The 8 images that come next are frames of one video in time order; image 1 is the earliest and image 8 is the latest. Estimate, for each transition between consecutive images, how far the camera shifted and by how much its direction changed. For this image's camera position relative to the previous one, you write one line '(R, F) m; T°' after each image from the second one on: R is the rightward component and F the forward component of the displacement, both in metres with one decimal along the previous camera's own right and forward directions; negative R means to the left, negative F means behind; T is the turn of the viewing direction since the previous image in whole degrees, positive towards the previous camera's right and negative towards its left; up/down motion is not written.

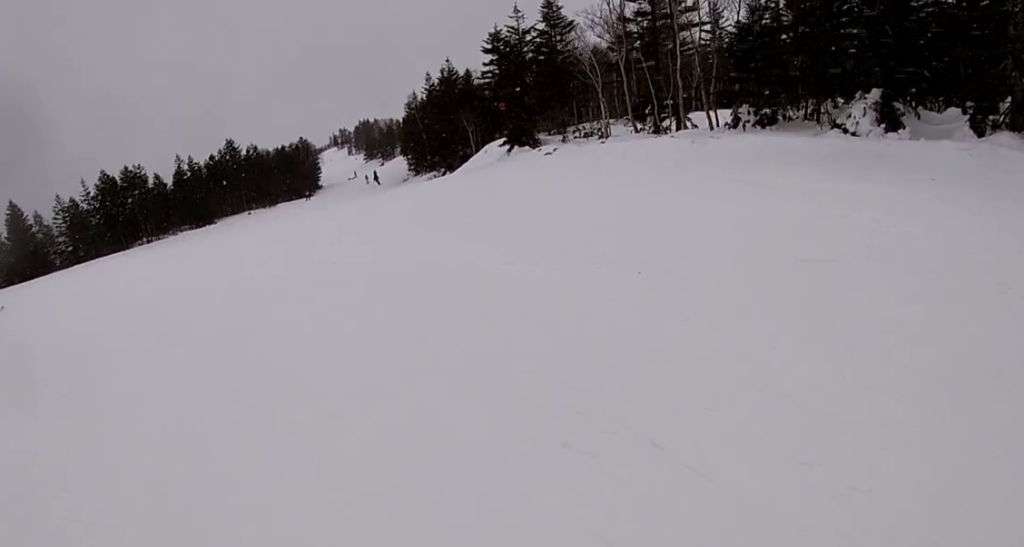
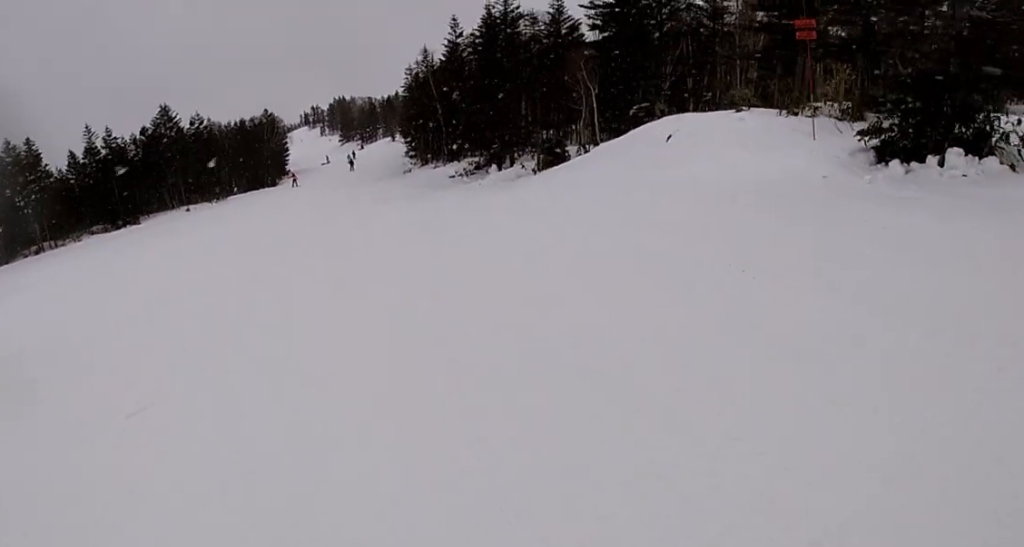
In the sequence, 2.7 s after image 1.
(+2.3, +22.4) m; +4°
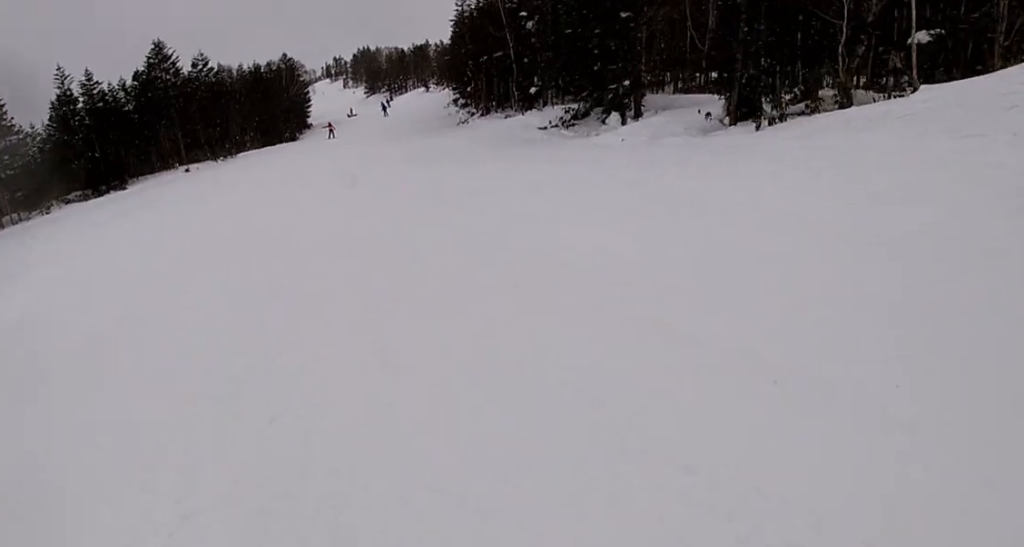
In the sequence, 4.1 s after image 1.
(-0.7, +11.5) m; +5°
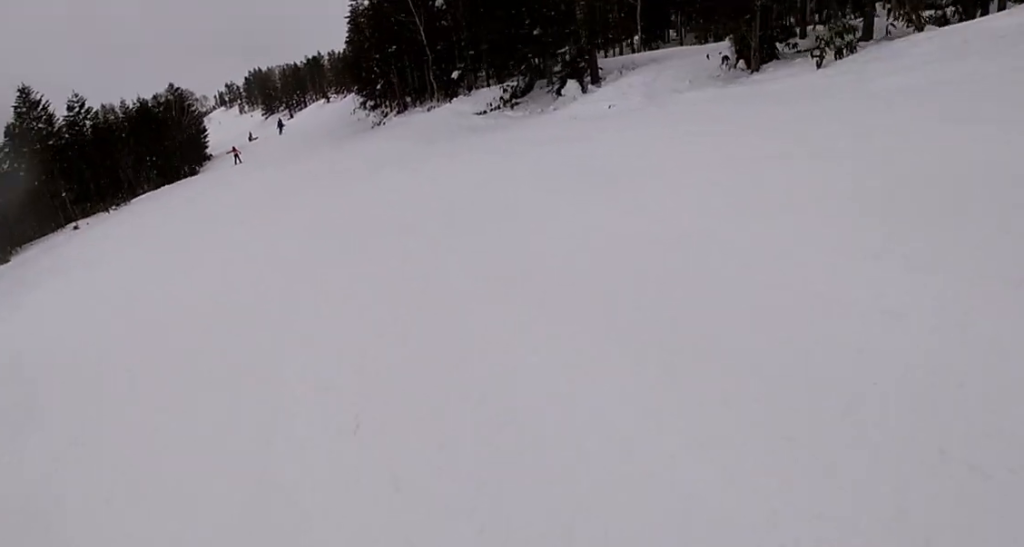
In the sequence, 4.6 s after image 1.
(+0.8, +4.8) m; +4°
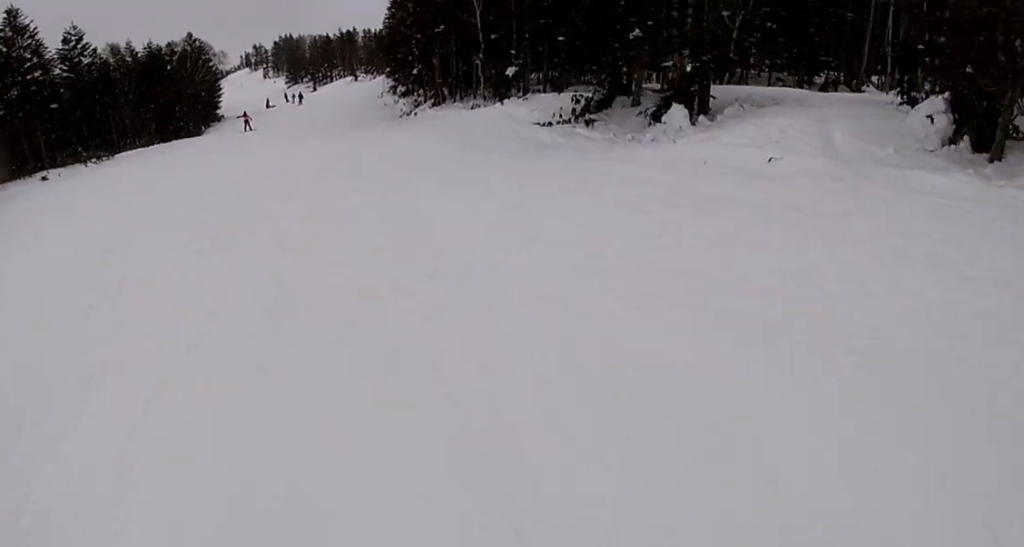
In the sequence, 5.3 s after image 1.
(+0.4, +5.5) m; +1°
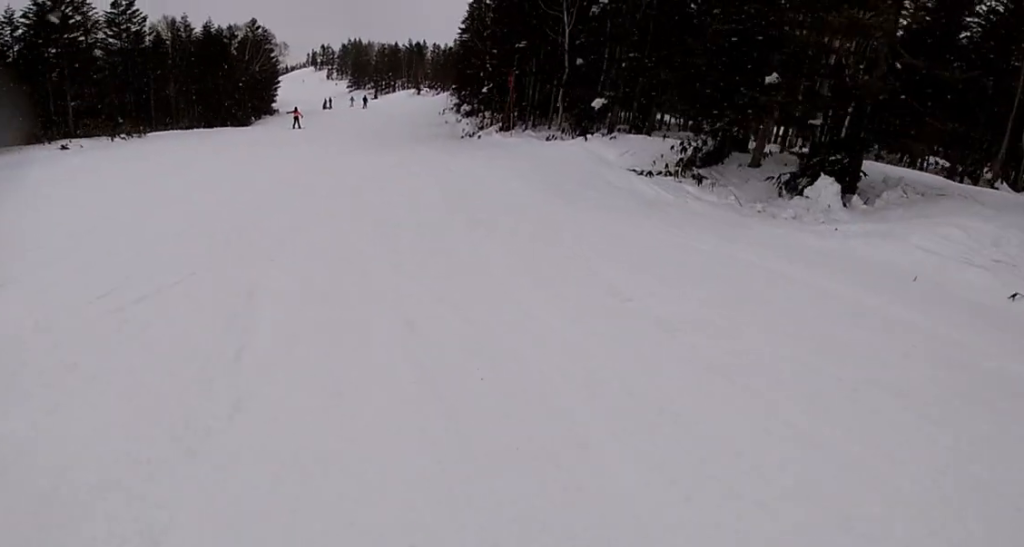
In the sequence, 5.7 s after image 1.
(-0.1, +4.0) m; -4°
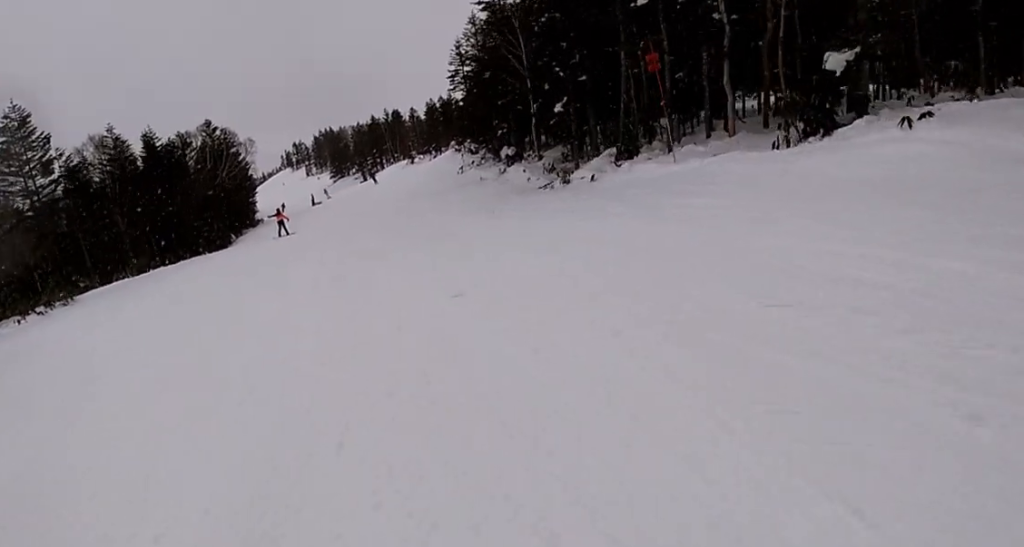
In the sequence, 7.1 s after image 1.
(-1.3, +12.6) m; -2°
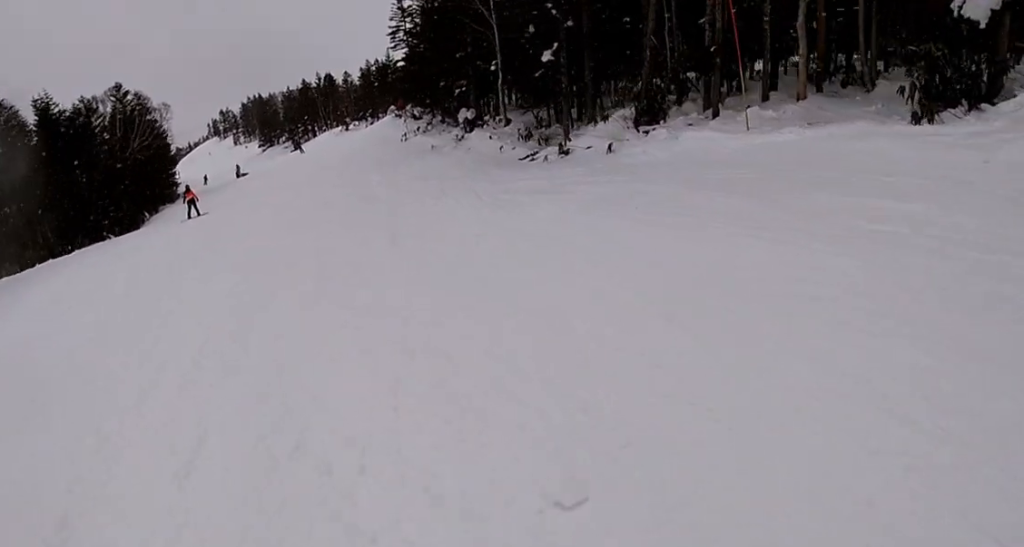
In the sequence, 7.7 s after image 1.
(+0.6, +4.9) m; +4°
